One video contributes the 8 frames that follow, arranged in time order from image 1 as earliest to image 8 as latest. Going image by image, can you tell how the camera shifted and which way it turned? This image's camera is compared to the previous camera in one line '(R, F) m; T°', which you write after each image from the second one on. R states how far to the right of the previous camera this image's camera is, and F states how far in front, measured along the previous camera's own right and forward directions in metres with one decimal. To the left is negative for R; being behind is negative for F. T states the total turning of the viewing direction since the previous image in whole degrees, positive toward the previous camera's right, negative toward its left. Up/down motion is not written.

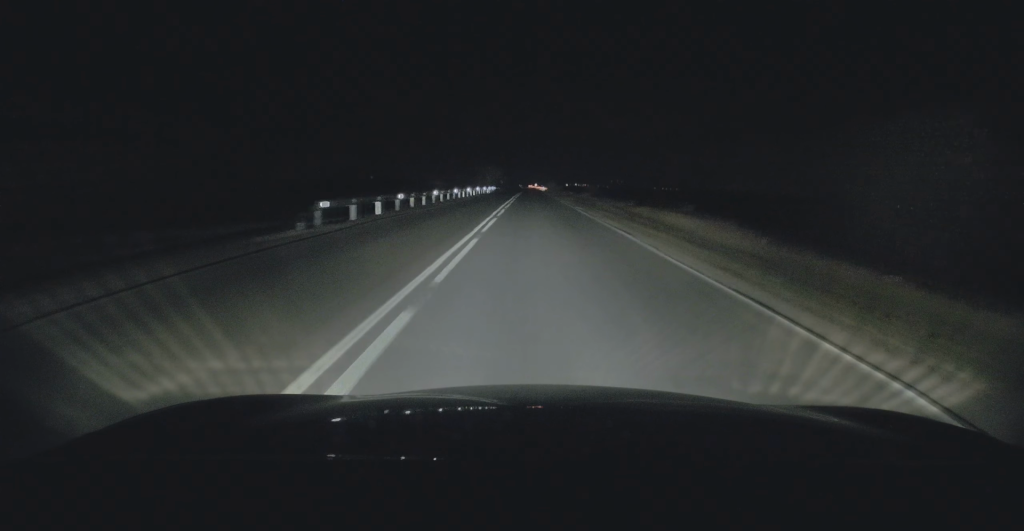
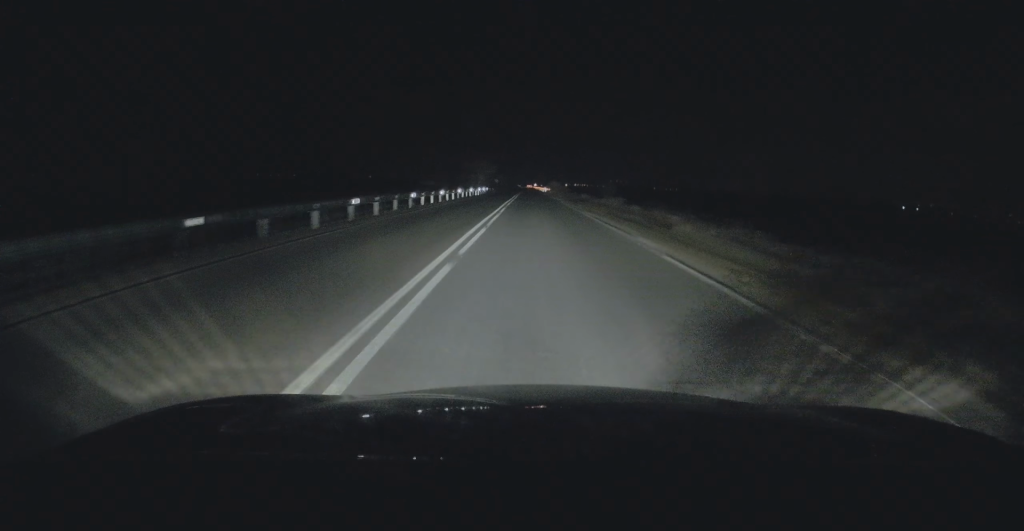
(0.0, +20.2) m; 0°
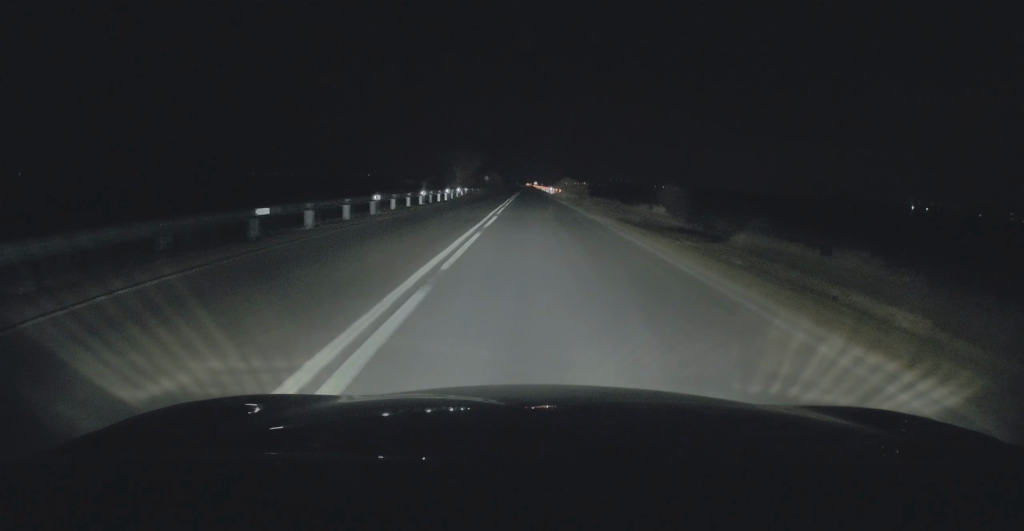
(+0.1, +32.5) m; 0°
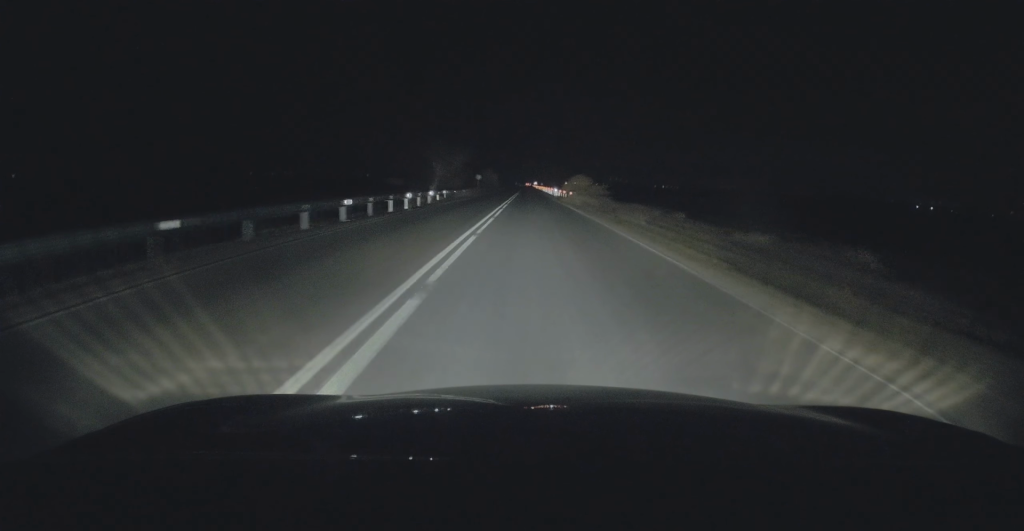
(0.0, +16.4) m; 0°
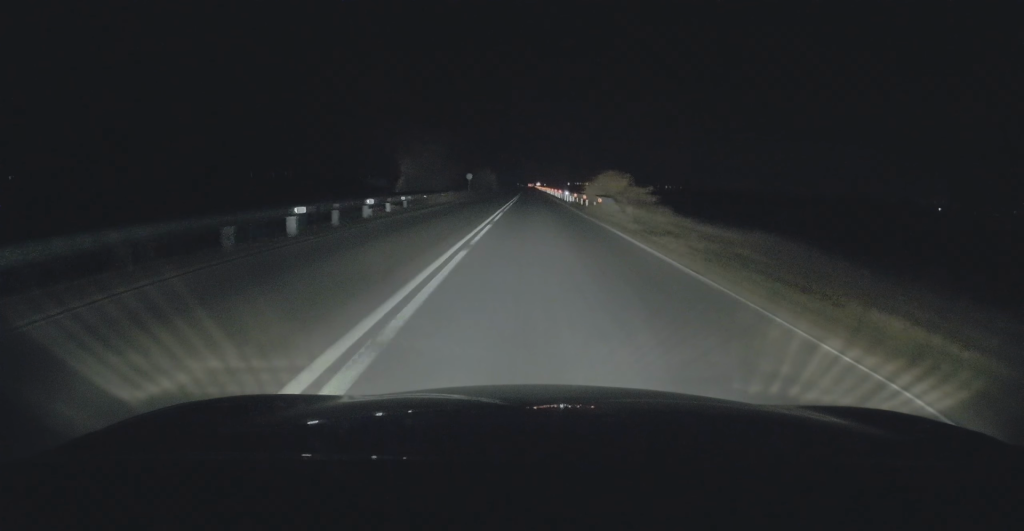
(0.0, +17.2) m; 0°
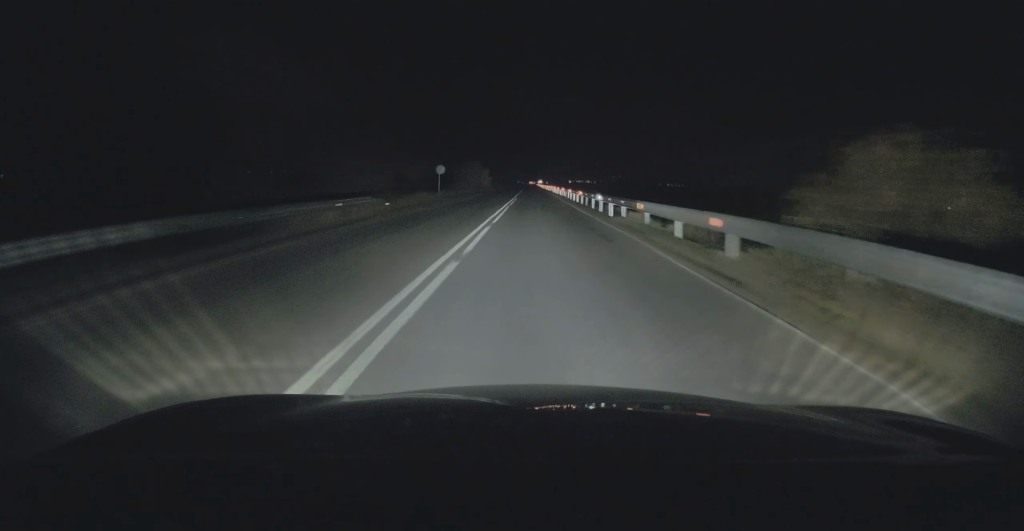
(+0.1, +25.6) m; +1°
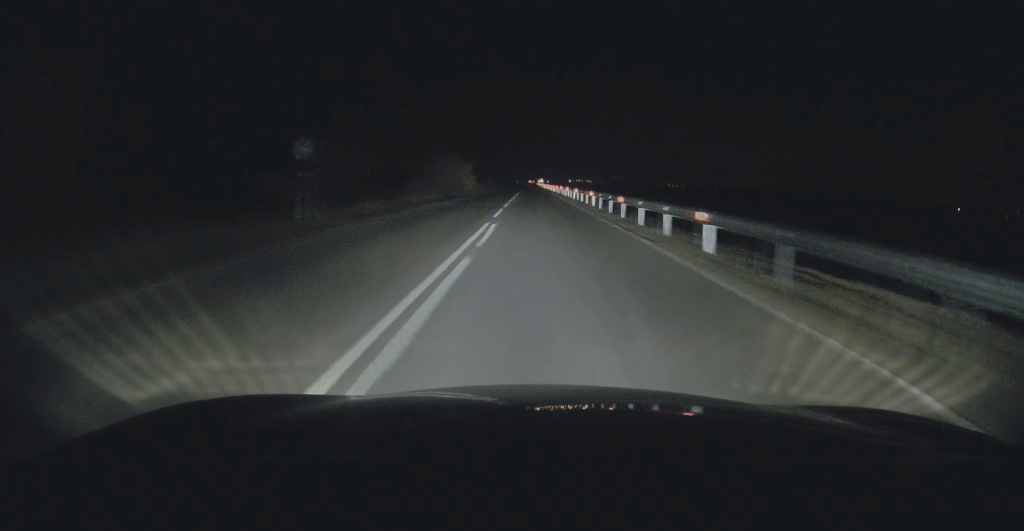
(0.0, +30.6) m; -1°
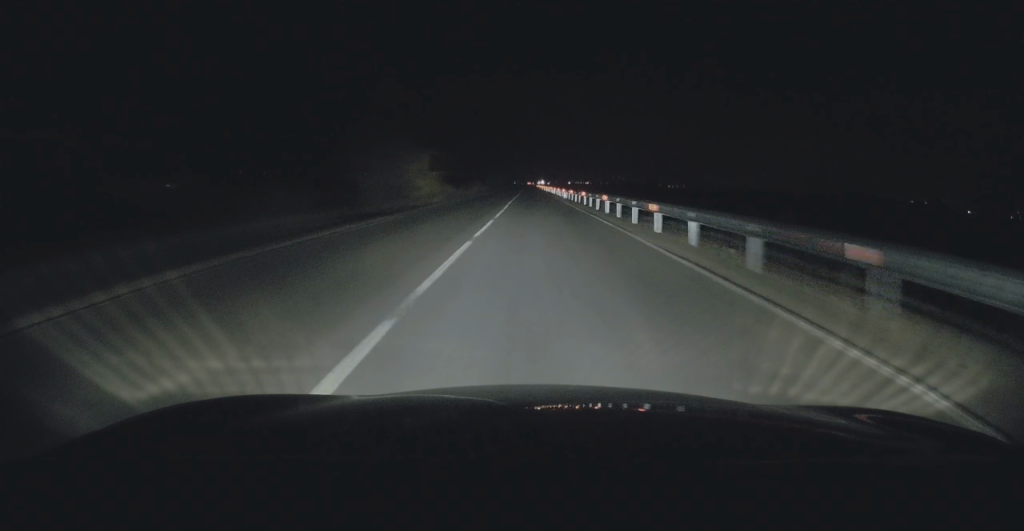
(-0.3, +30.6) m; 0°
